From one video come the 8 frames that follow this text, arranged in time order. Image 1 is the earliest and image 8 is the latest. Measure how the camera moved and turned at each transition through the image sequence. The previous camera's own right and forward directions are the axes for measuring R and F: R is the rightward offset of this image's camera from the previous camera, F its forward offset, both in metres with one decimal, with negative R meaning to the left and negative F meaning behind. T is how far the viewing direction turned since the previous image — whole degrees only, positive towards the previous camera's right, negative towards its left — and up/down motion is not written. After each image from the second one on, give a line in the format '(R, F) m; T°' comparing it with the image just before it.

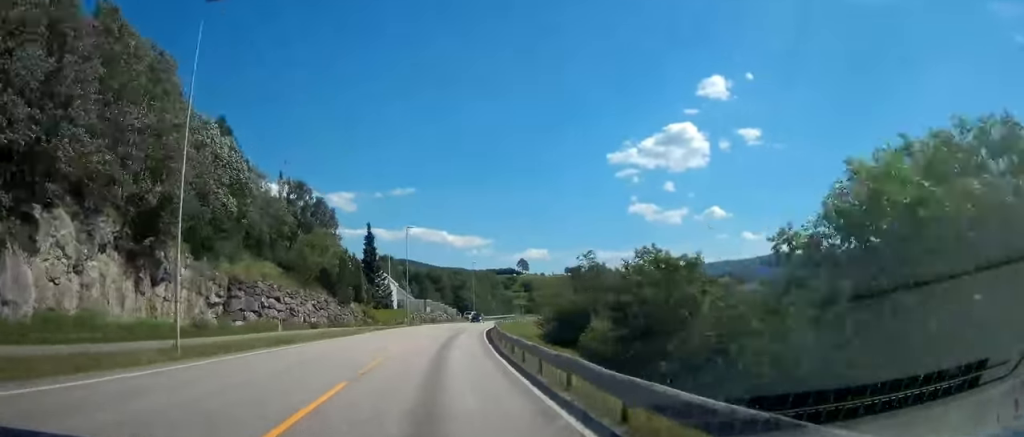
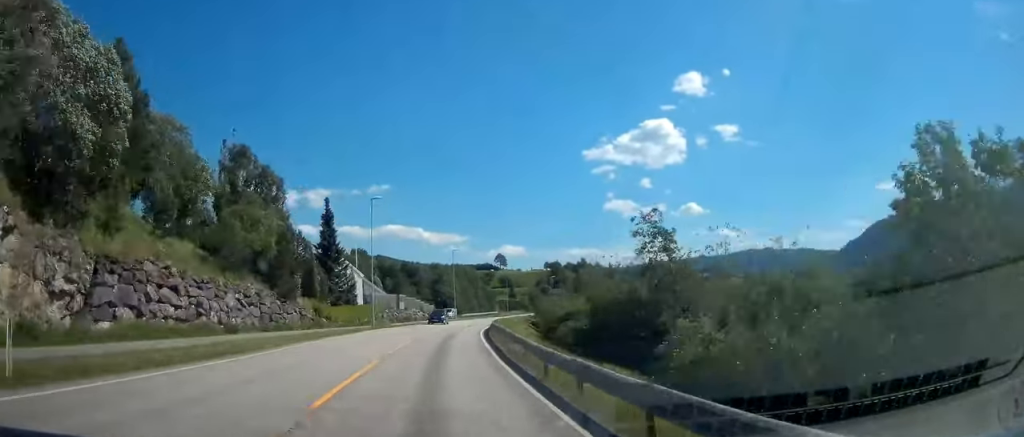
(-0.4, +16.5) m; +2°
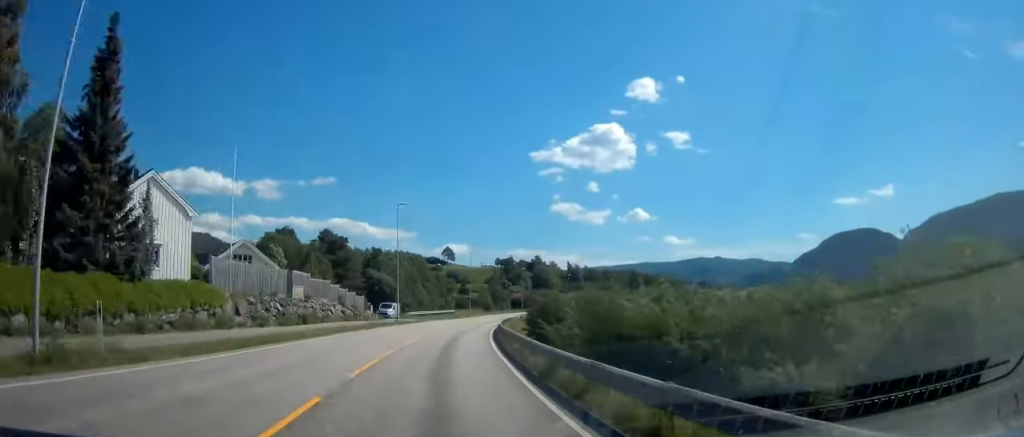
(+2.6, +42.7) m; +5°
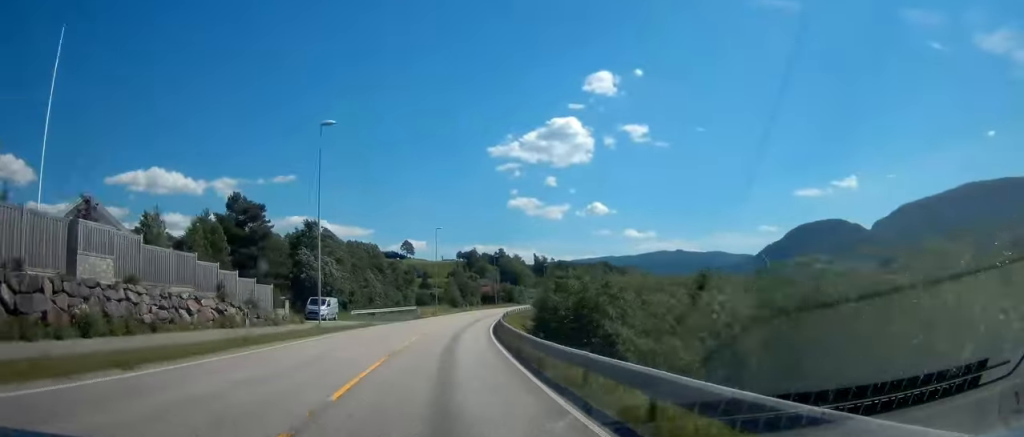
(+0.3, +25.9) m; +4°
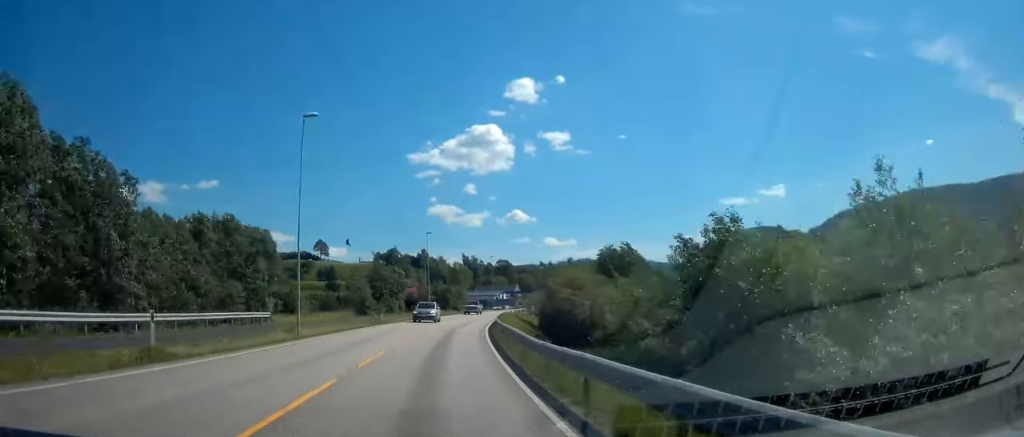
(+4.4, +54.2) m; +8°
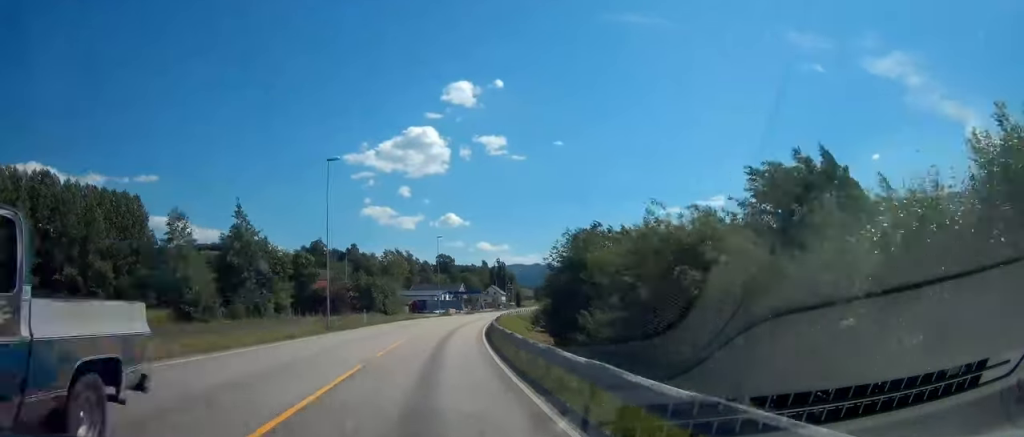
(+1.8, +46.1) m; +4°
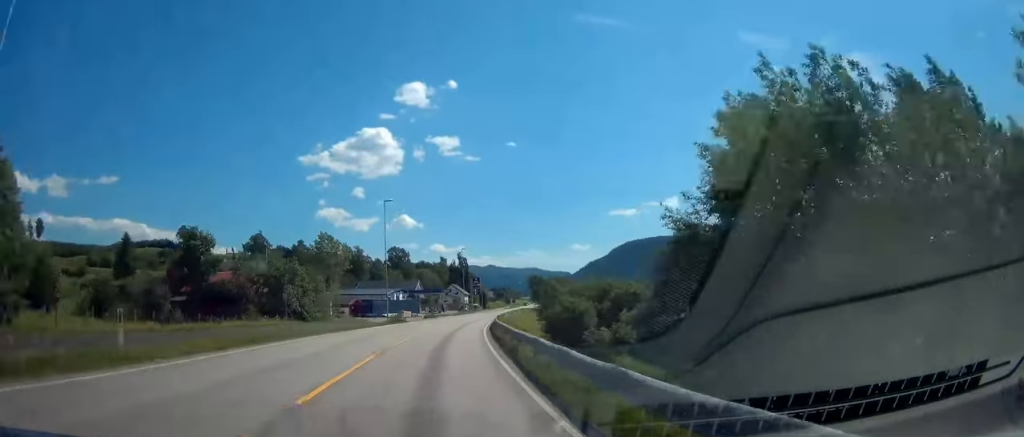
(+0.8, +32.9) m; +4°
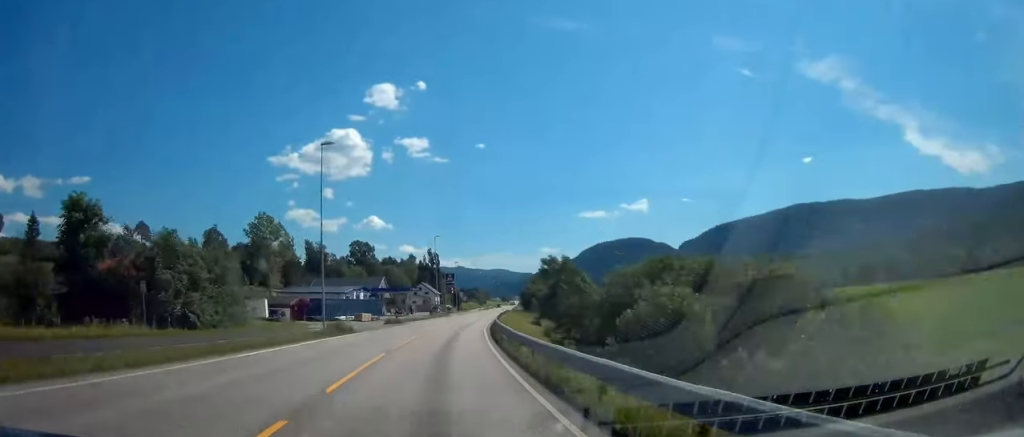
(+0.7, +21.9) m; +3°
